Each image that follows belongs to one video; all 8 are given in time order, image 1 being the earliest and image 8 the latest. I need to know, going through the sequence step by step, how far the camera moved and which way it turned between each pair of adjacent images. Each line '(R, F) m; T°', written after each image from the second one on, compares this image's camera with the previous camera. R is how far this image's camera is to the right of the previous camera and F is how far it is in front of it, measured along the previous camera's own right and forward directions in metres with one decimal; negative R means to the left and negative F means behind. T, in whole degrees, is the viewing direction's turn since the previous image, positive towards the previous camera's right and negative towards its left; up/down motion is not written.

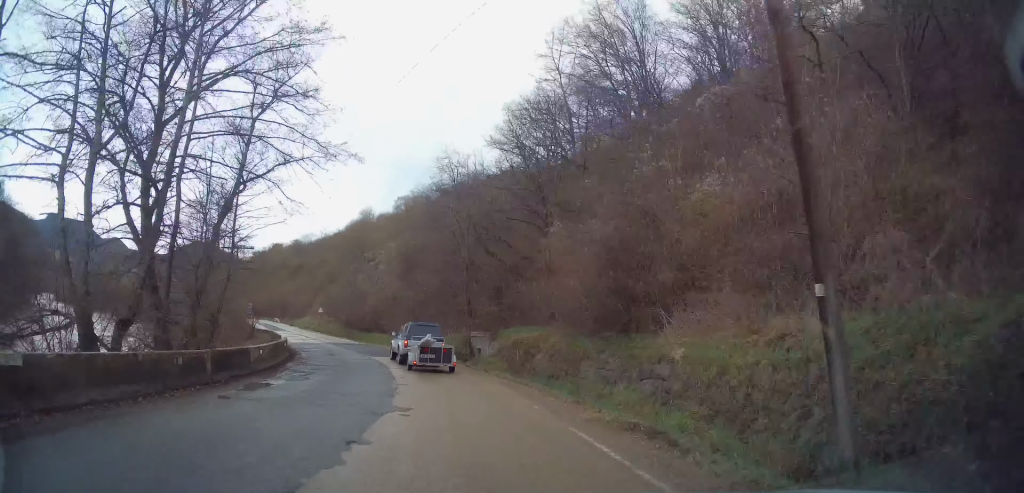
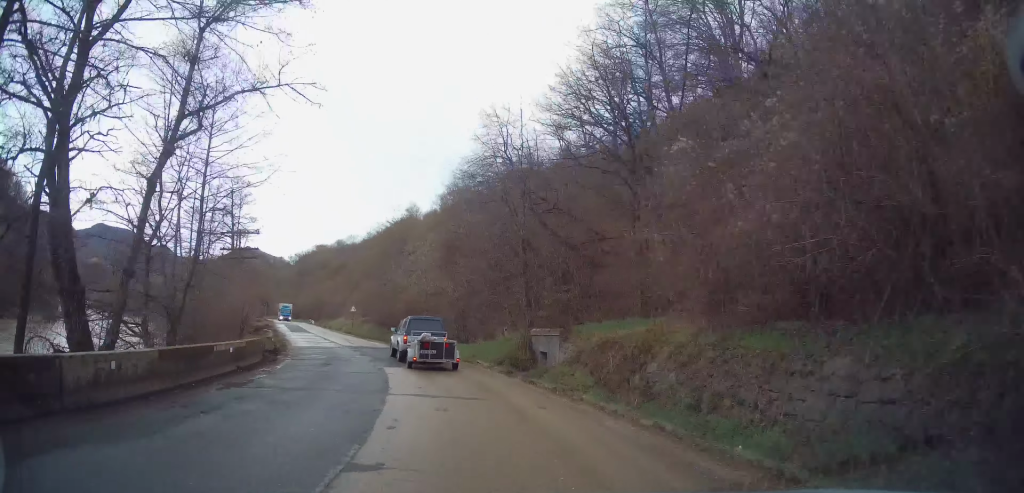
(-0.3, +8.2) m; -5°
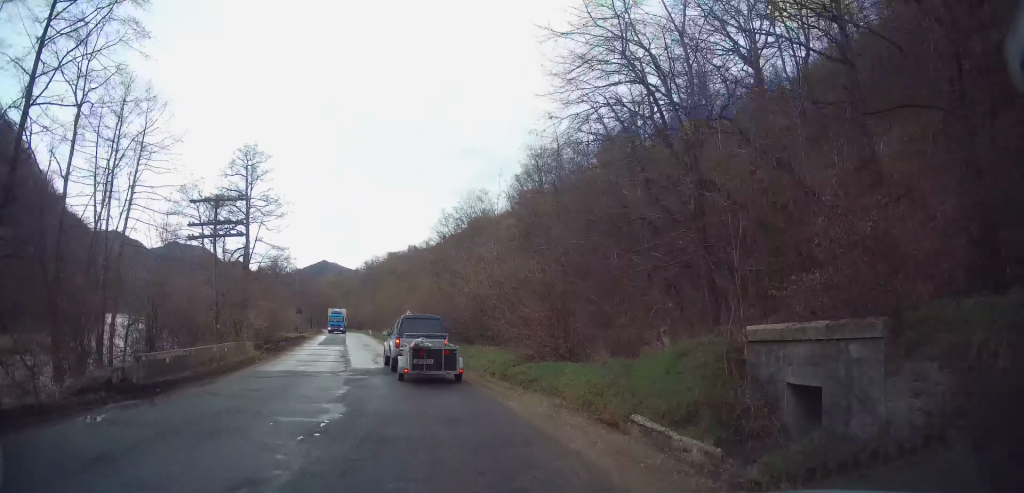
(-0.8, +12.3) m; -6°
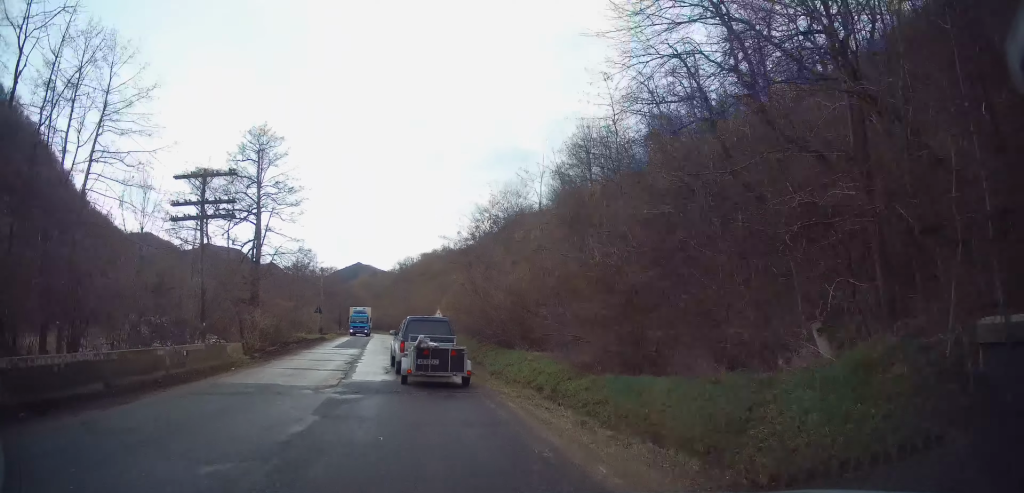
(0.0, +4.6) m; -6°
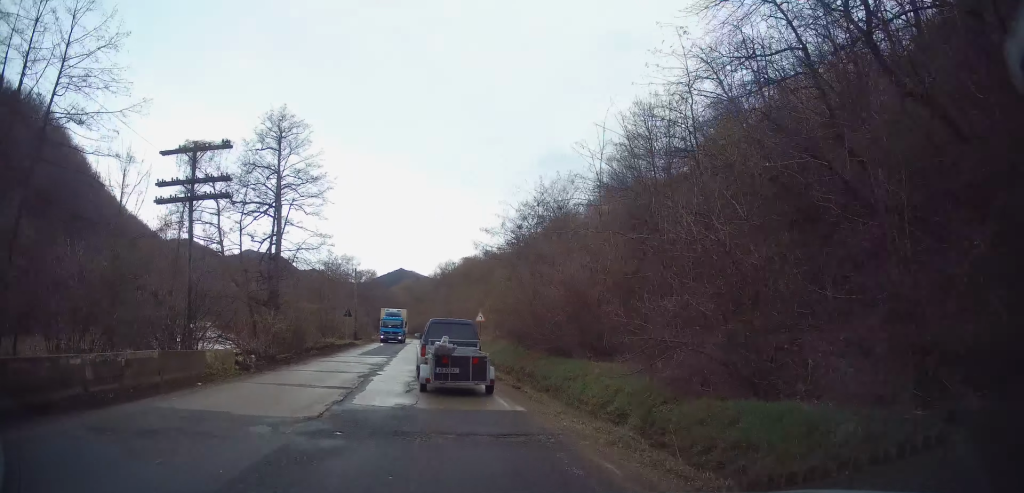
(-0.2, +3.9) m; -6°
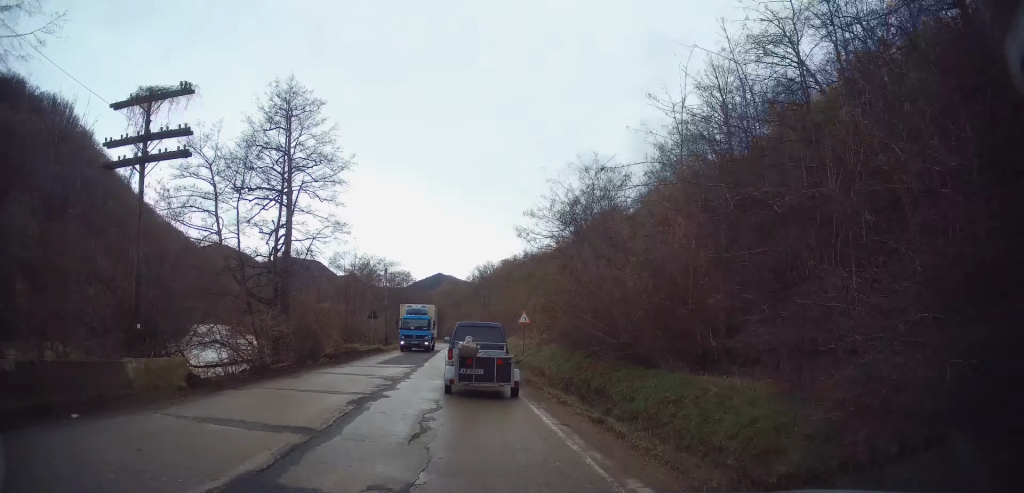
(-0.5, +5.3) m; -2°
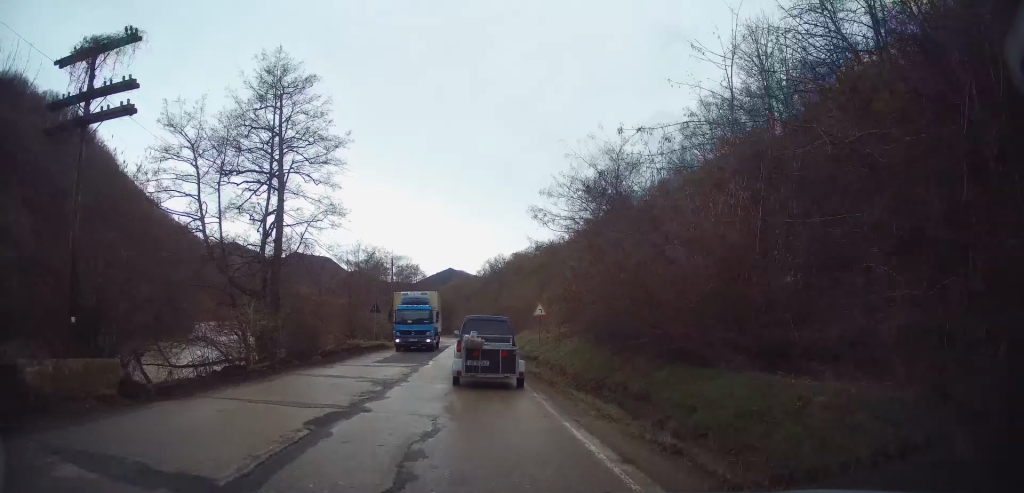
(+0.2, +3.3) m; +4°
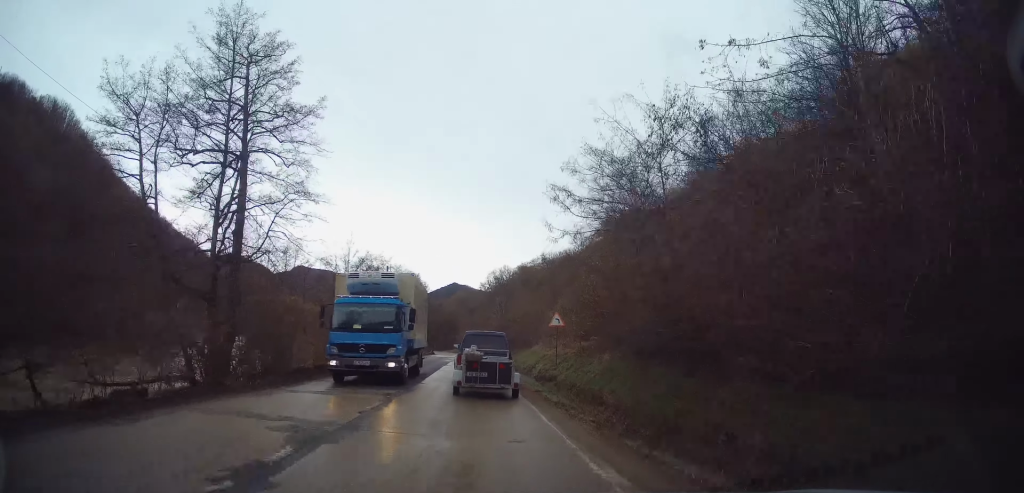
(0.0, +6.0) m; -1°
